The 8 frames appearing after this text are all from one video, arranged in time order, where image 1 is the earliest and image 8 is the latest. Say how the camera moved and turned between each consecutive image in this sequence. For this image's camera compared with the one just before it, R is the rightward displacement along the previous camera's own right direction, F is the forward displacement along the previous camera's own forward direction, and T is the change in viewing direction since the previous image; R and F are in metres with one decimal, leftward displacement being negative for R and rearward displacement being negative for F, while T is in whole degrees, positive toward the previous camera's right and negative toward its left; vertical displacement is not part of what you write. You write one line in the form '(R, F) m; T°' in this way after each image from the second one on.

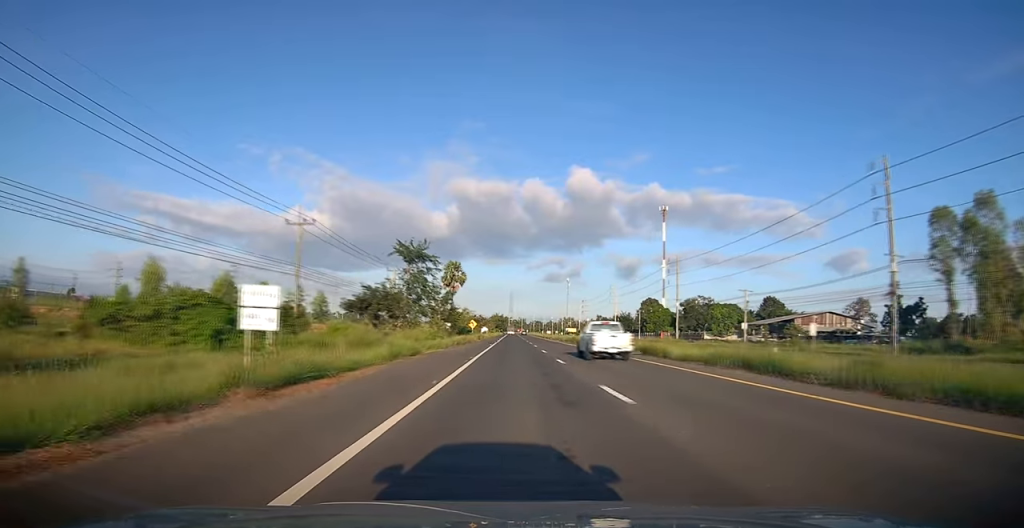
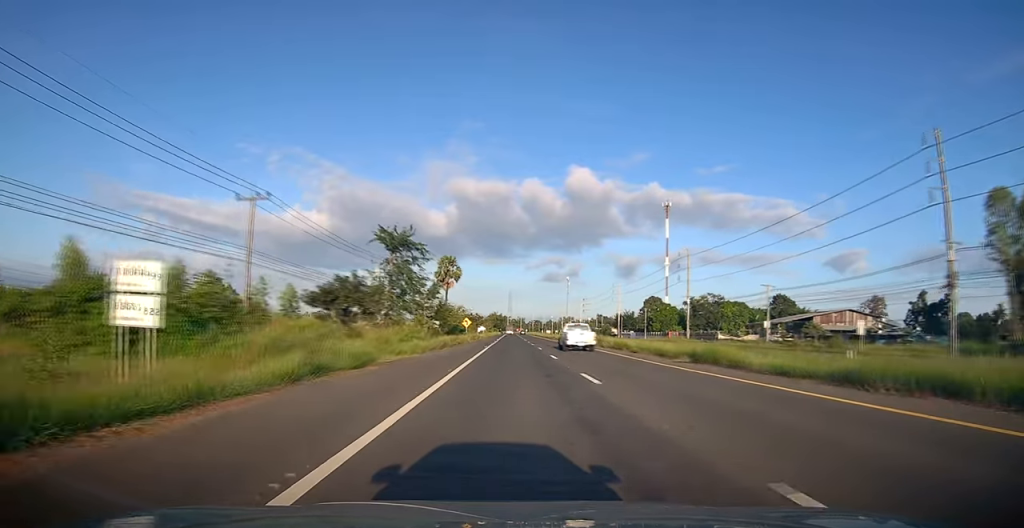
(0.0, +8.8) m; 0°
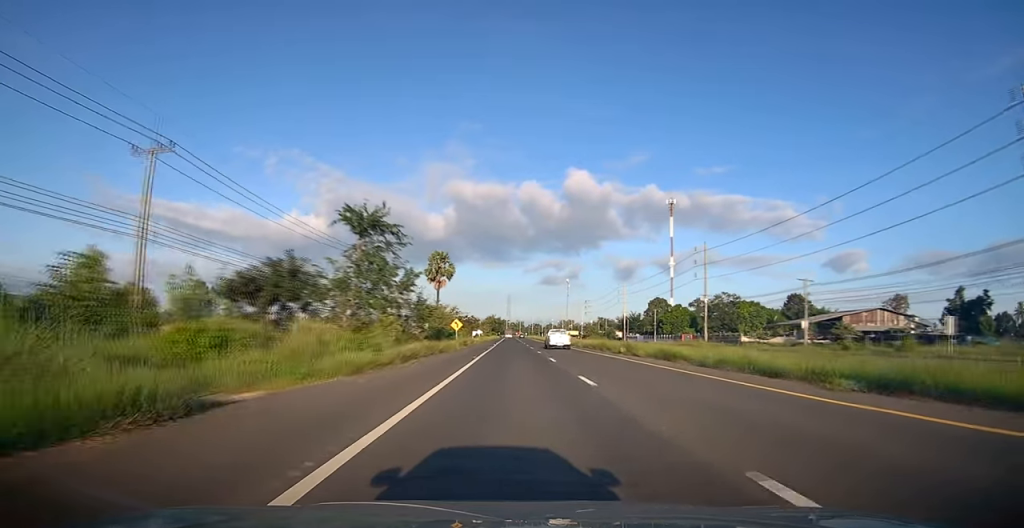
(0.0, +12.0) m; 0°
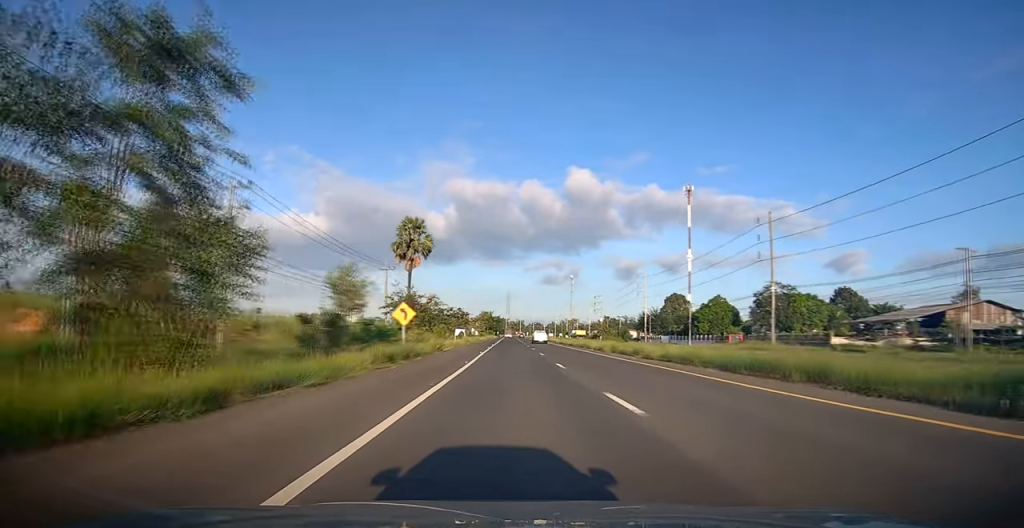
(+0.1, +28.7) m; +1°
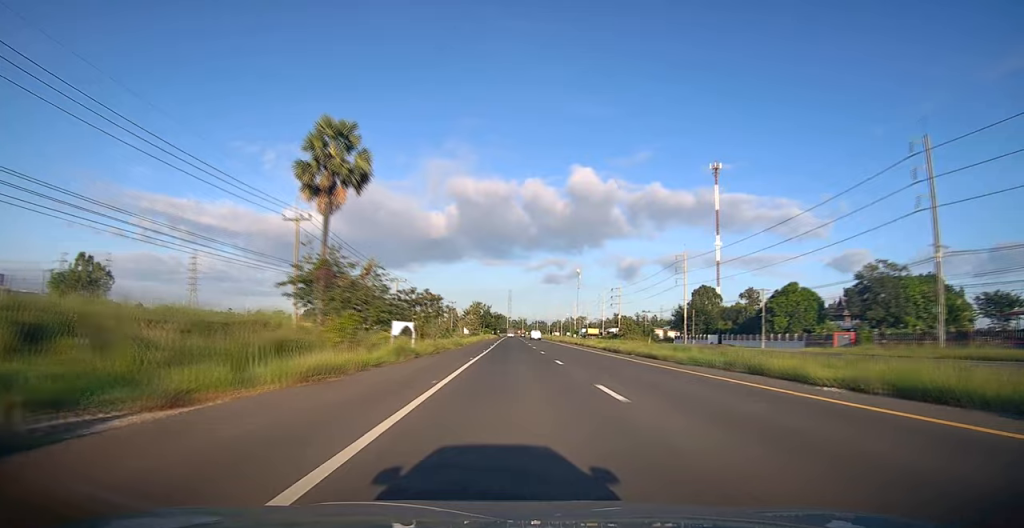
(+0.1, +34.2) m; 0°
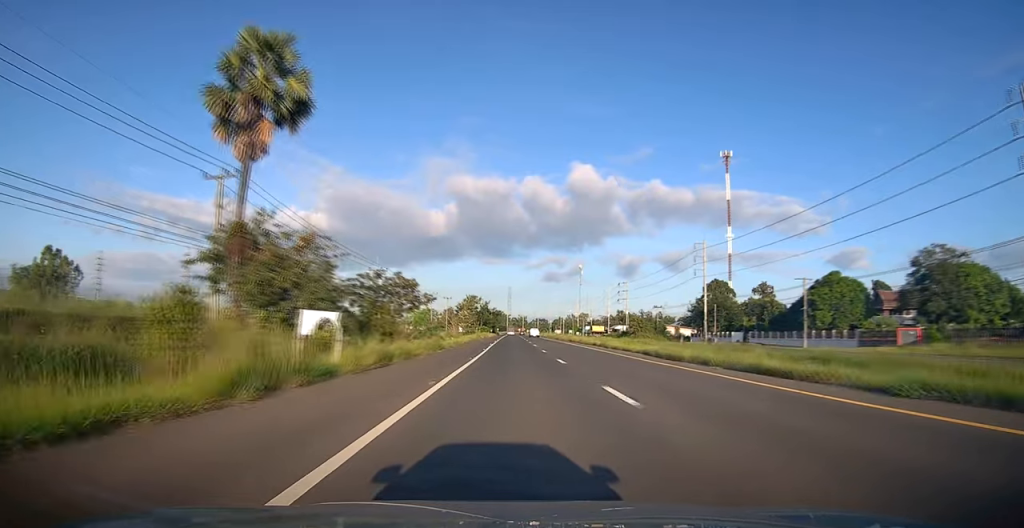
(-0.1, +12.9) m; 0°
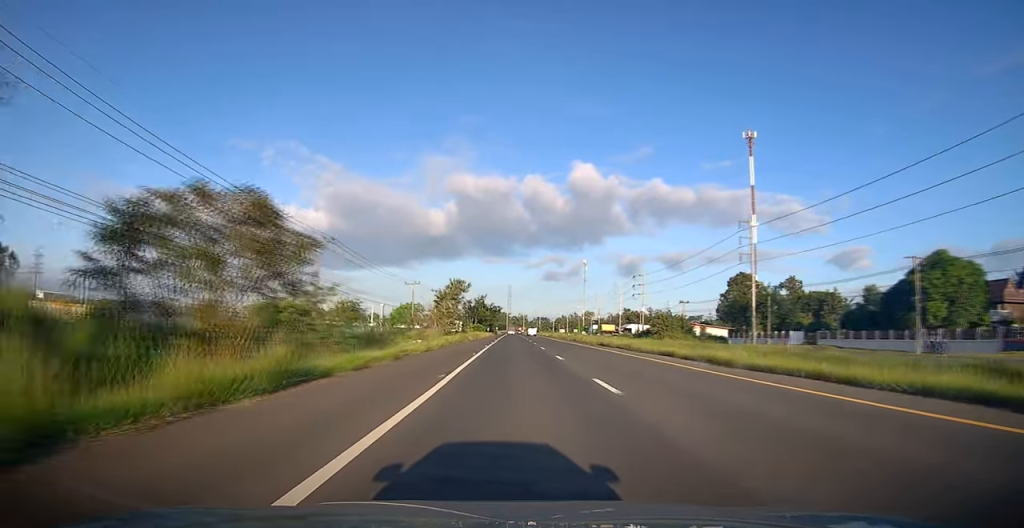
(-0.1, +22.4) m; 0°
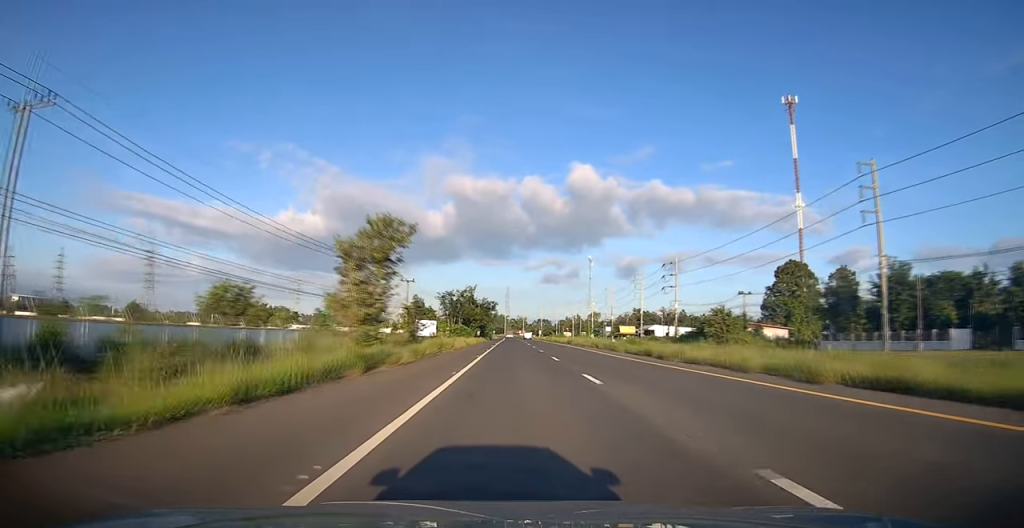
(+0.4, +33.2) m; +1°
